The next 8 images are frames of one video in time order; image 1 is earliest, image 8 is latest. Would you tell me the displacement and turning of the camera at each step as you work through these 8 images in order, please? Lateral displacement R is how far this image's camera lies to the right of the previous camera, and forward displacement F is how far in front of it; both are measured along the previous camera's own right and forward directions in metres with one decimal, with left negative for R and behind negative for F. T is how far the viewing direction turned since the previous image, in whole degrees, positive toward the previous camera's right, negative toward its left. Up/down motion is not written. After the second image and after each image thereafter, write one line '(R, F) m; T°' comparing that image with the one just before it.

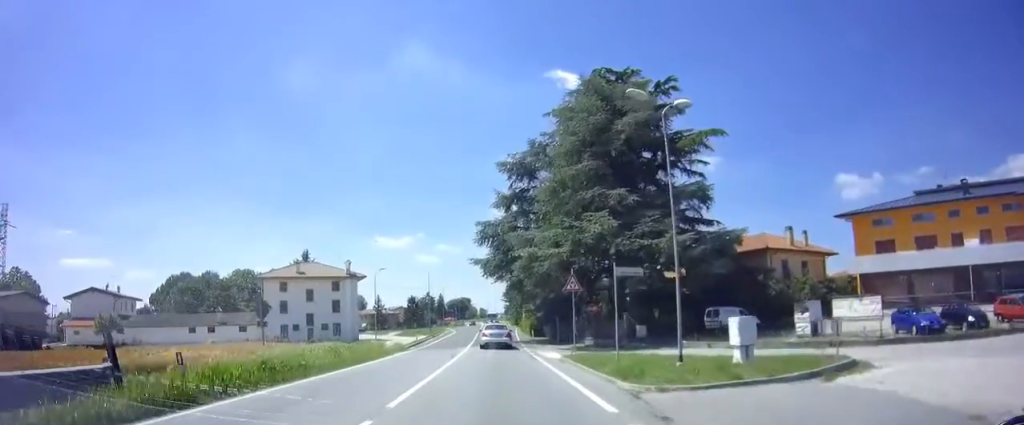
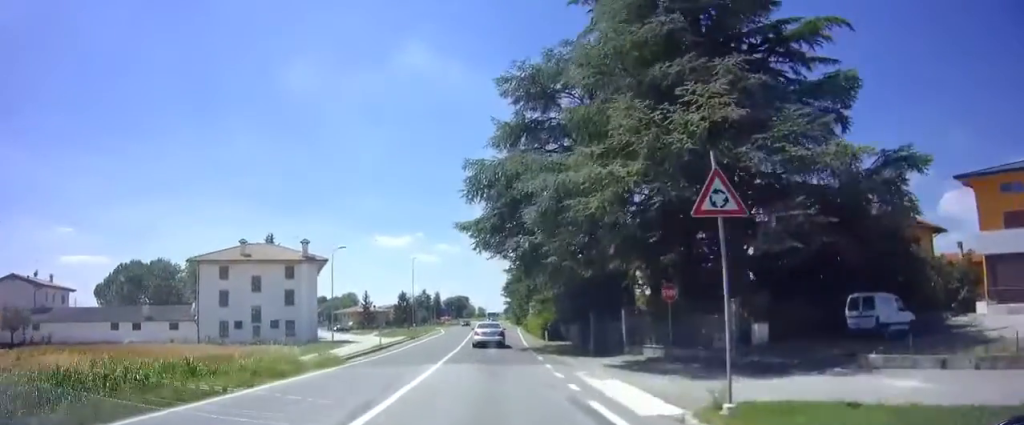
(+0.2, +14.1) m; -1°
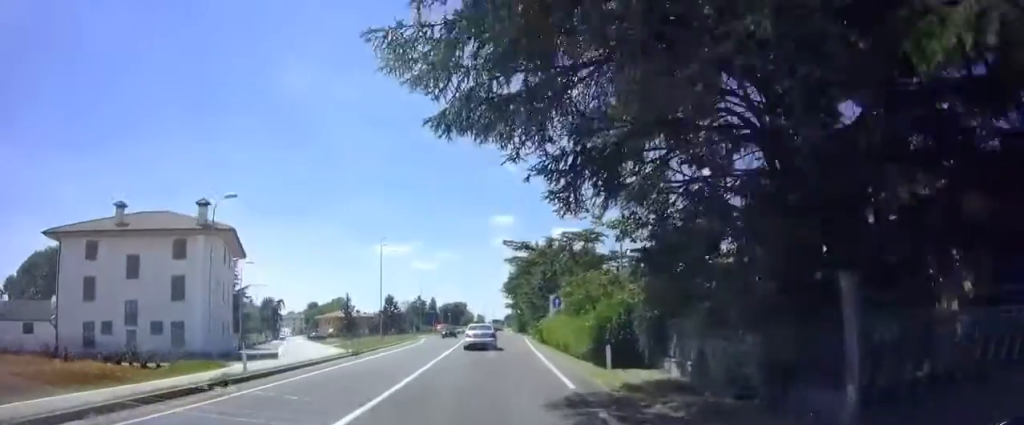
(-0.7, +18.3) m; -2°
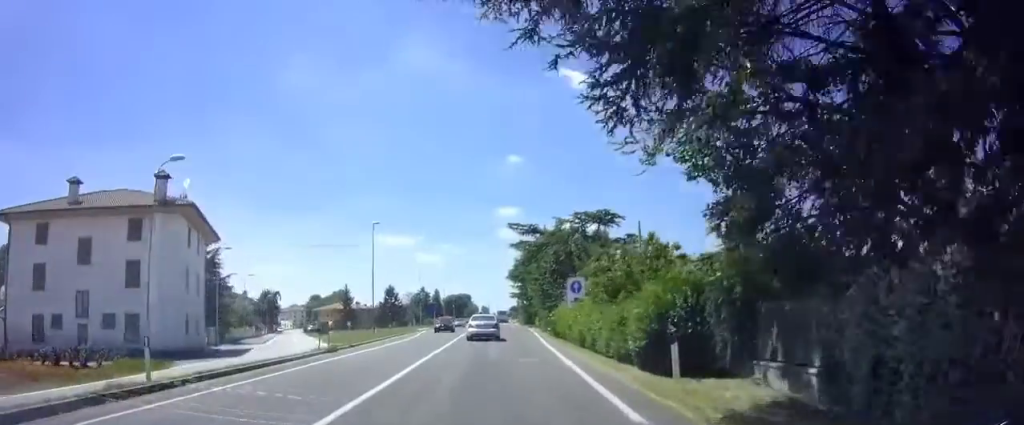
(-0.1, +5.5) m; 0°
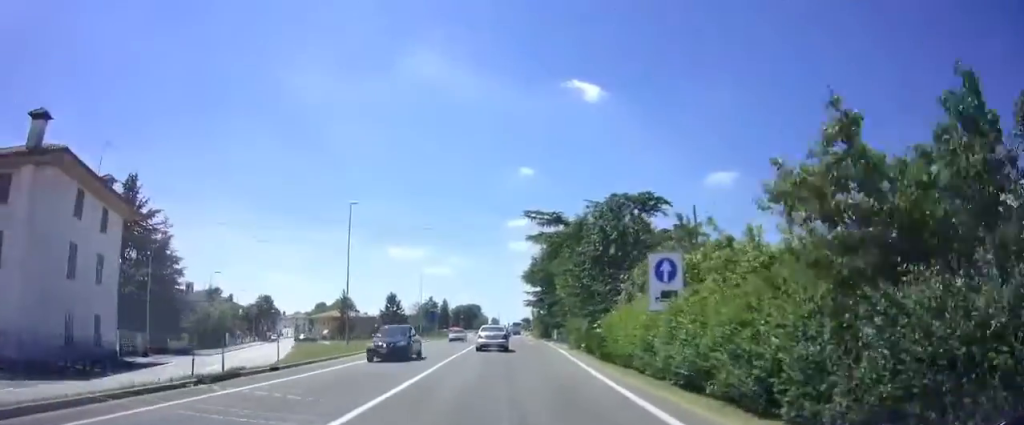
(+0.4, +10.8) m; 0°
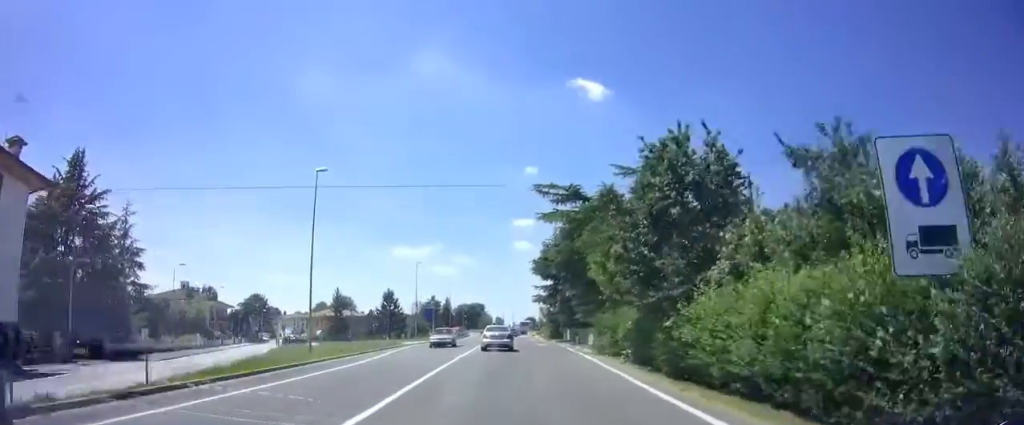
(-0.3, +7.7) m; 0°
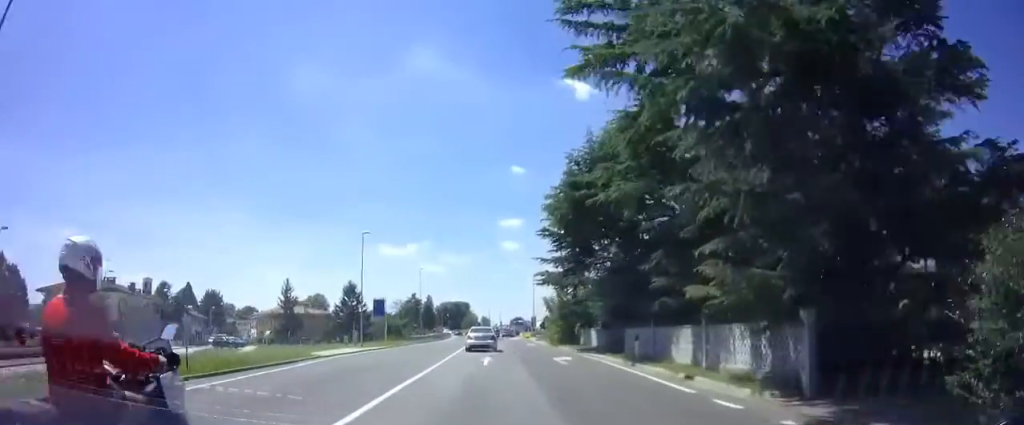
(+0.2, +20.0) m; 0°
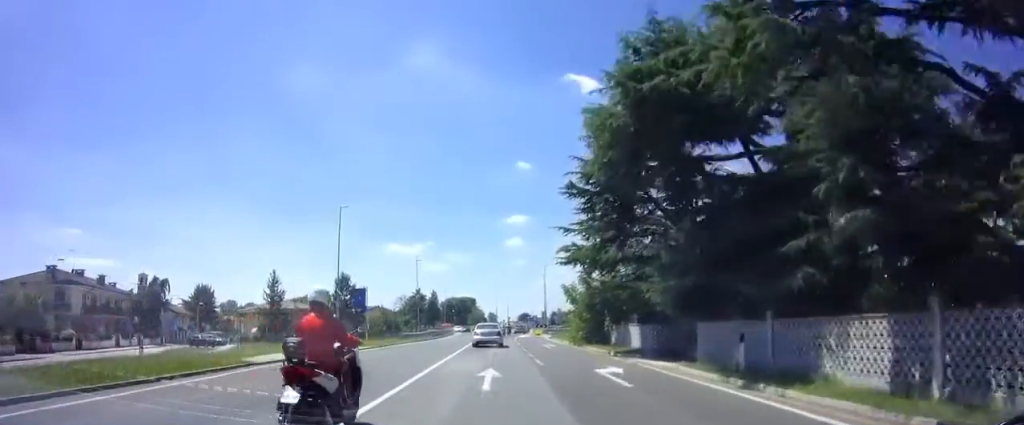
(-0.2, +8.7) m; -1°
